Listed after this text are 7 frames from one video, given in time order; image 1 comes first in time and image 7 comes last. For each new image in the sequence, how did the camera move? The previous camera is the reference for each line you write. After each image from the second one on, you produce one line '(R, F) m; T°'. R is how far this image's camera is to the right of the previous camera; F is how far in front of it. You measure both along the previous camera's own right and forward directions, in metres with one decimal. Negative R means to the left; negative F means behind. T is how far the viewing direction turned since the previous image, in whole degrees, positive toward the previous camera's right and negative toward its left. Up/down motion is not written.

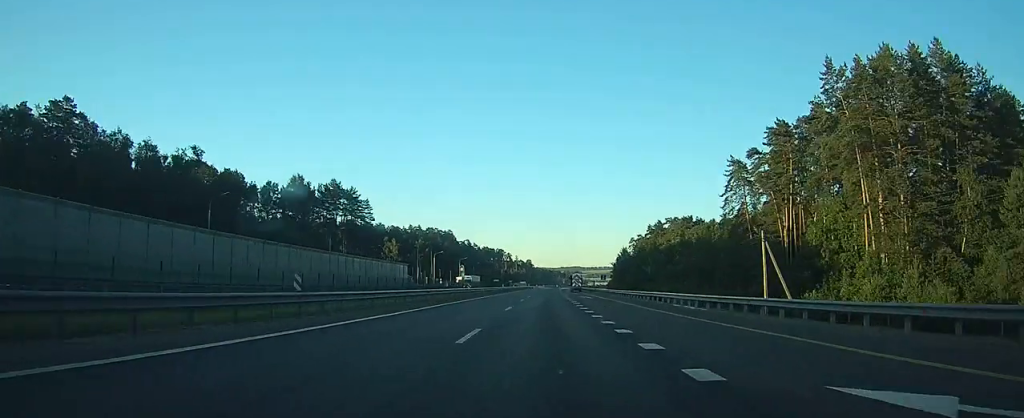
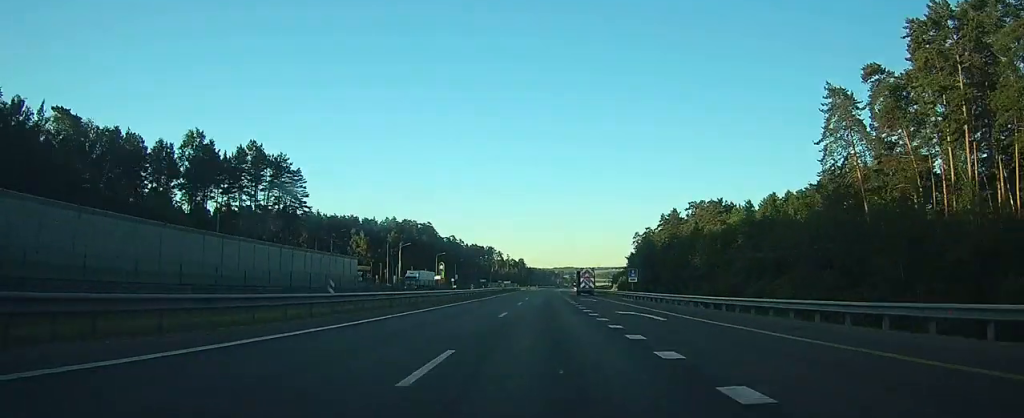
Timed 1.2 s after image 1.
(+0.2, +37.3) m; +1°
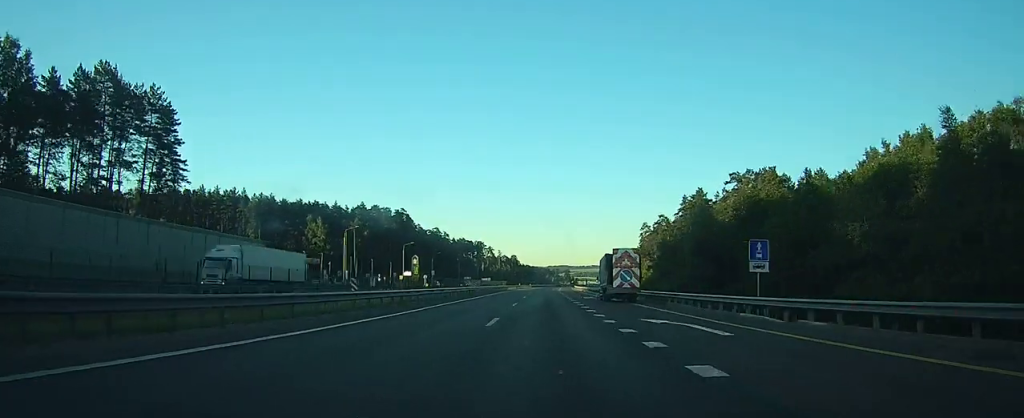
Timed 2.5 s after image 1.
(+0.3, +38.0) m; +1°
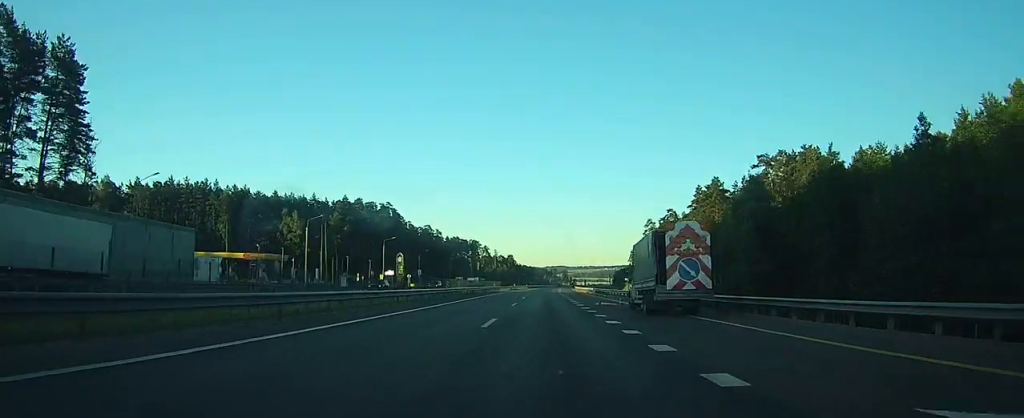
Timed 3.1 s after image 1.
(+0.1, +16.8) m; 0°
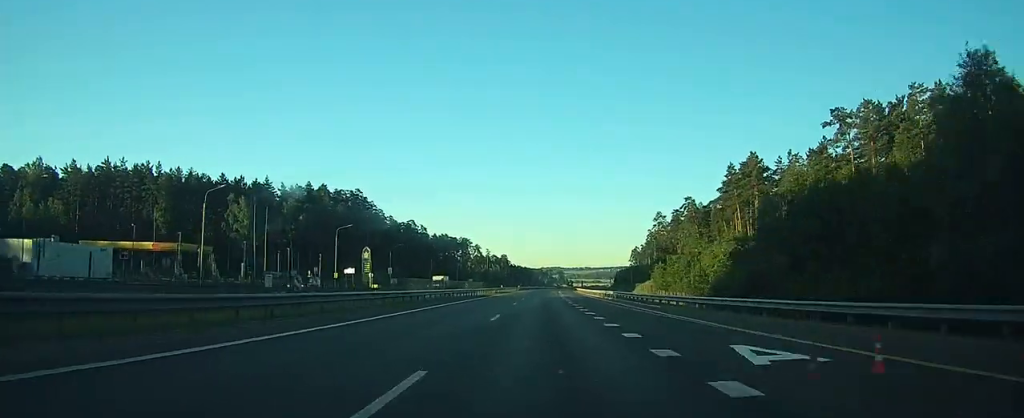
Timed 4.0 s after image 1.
(+0.1, +28.6) m; 0°
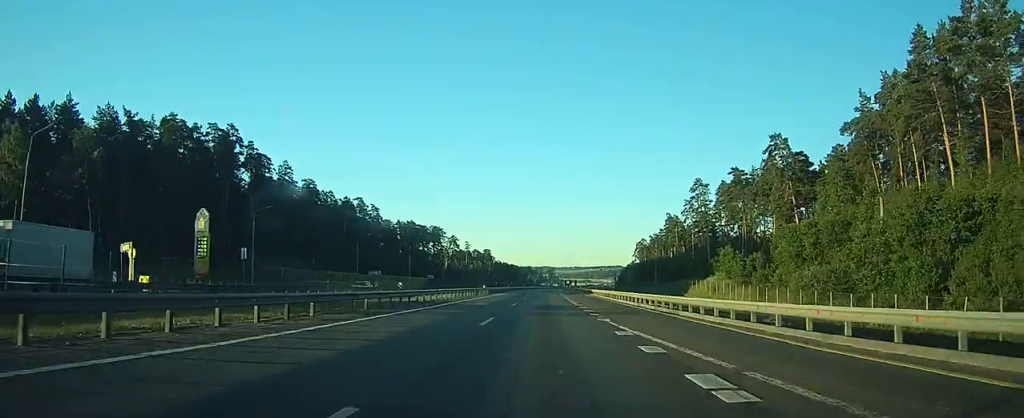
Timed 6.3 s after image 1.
(+0.5, +66.6) m; +1°
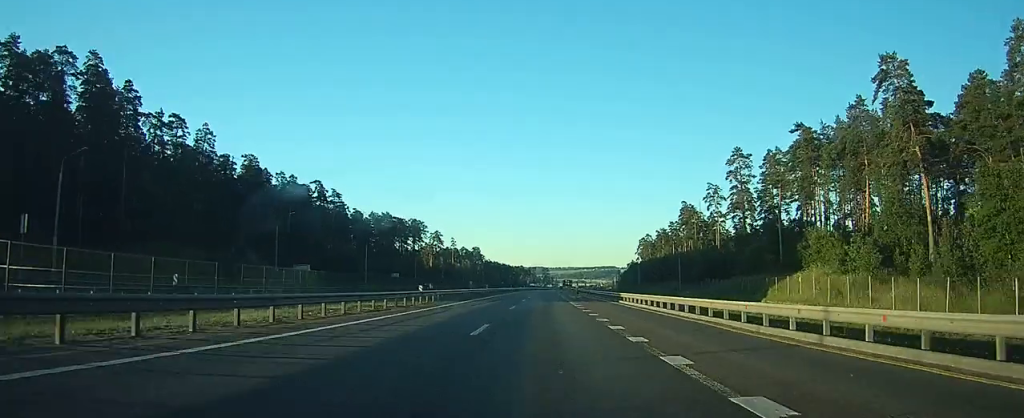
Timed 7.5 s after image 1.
(+0.1, +35.1) m; +1°
